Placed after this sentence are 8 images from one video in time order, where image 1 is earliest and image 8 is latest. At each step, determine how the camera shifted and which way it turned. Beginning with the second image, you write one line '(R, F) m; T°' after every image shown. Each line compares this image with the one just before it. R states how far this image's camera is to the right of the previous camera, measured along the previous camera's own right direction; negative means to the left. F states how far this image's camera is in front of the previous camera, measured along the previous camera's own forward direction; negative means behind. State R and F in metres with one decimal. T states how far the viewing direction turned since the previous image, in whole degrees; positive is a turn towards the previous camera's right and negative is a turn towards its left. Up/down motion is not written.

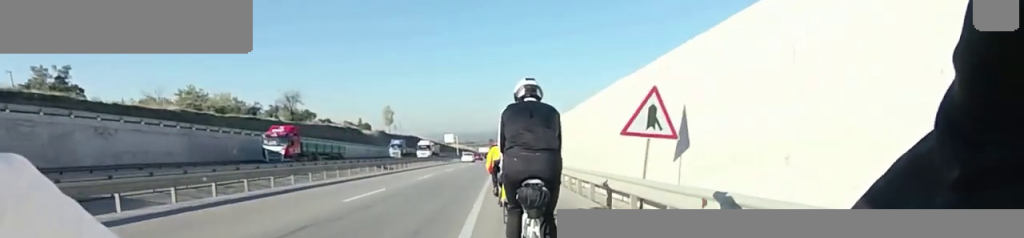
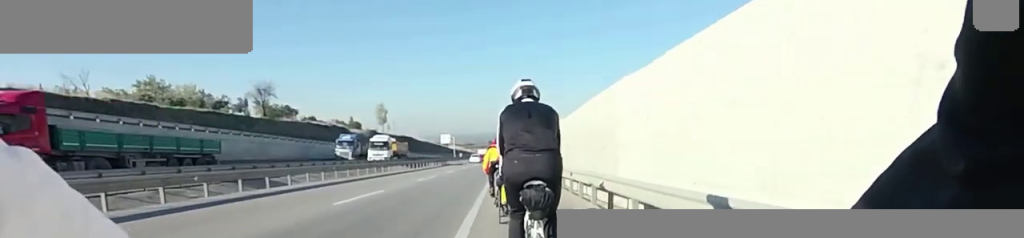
(0.0, +8.5) m; 0°
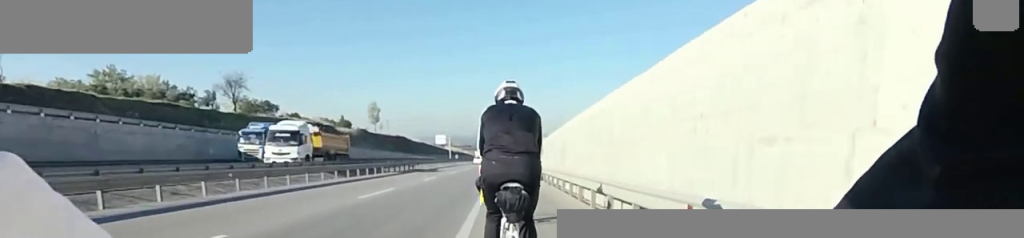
(0.0, +7.0) m; 0°
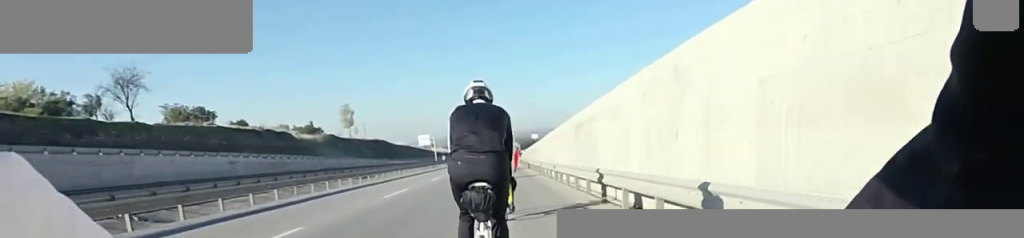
(0.0, +13.7) m; 0°
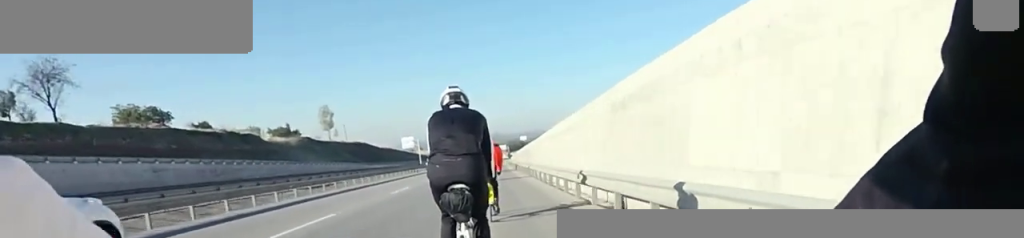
(0.0, +5.9) m; 0°
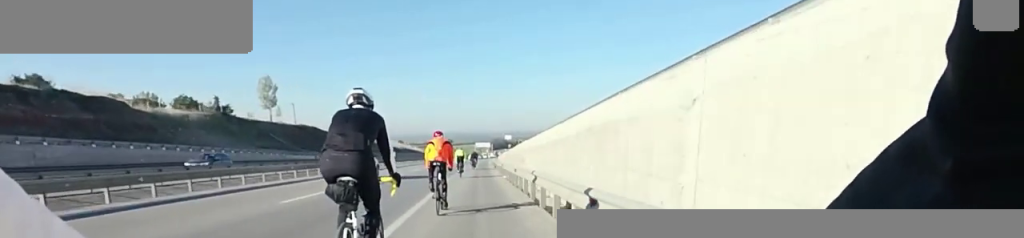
(0.0, +21.1) m; 0°
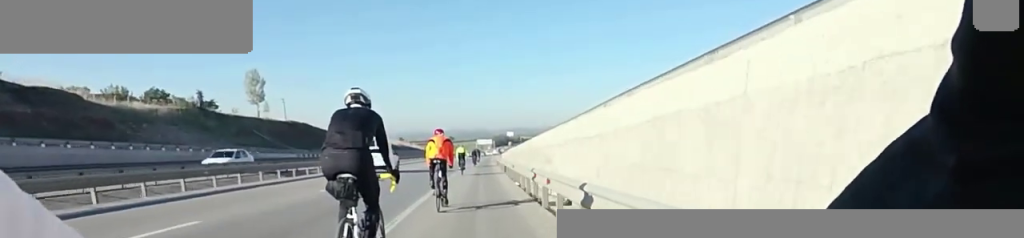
(0.0, +5.5) m; 0°
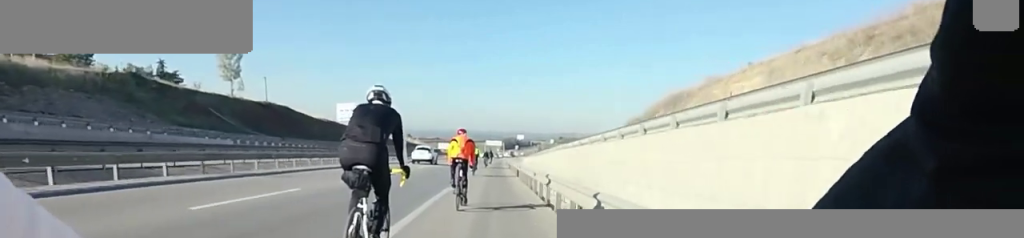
(0.0, +12.4) m; 0°
